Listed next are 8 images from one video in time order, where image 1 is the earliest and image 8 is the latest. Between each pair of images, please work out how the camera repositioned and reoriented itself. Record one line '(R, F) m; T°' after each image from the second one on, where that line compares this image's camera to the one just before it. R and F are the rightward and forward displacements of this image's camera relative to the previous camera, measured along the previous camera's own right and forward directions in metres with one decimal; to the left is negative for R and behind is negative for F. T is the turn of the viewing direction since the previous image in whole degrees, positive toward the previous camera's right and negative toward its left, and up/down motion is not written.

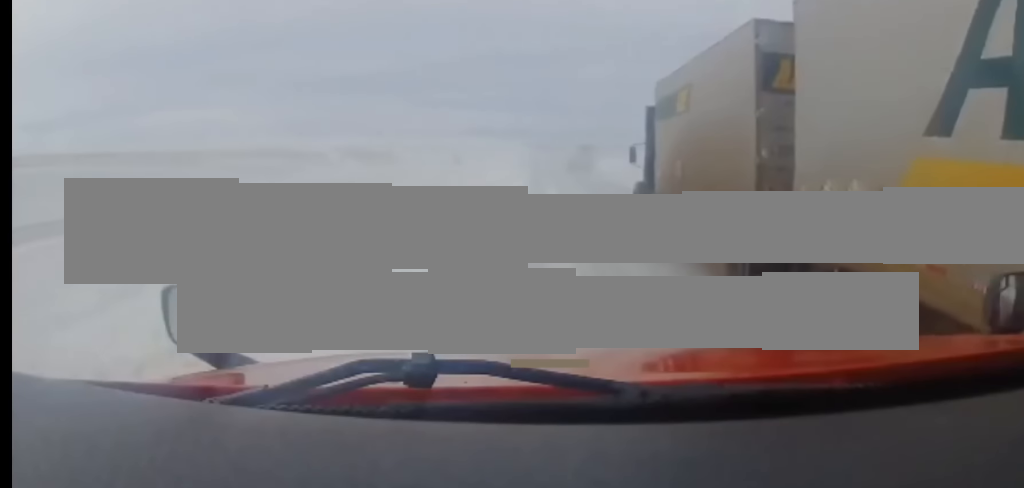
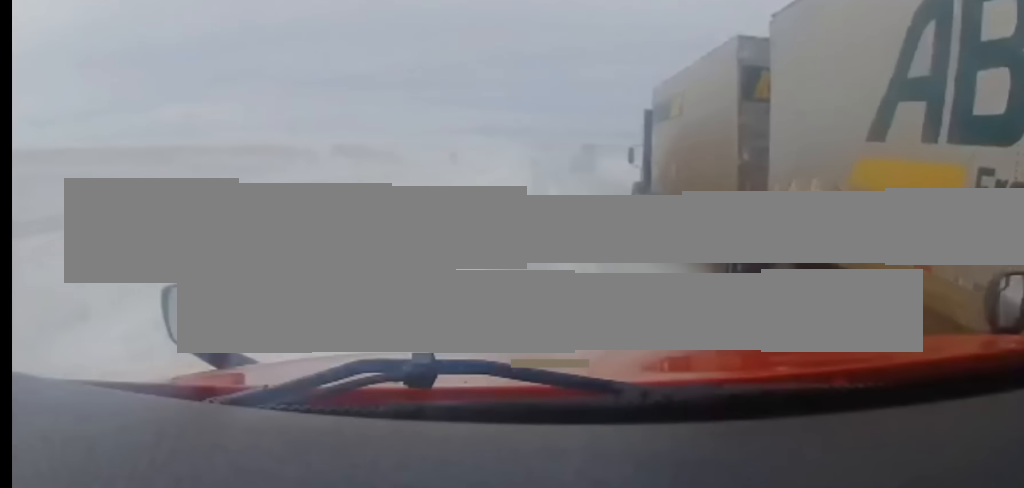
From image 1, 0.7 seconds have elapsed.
(-0.4, +7.6) m; -1°
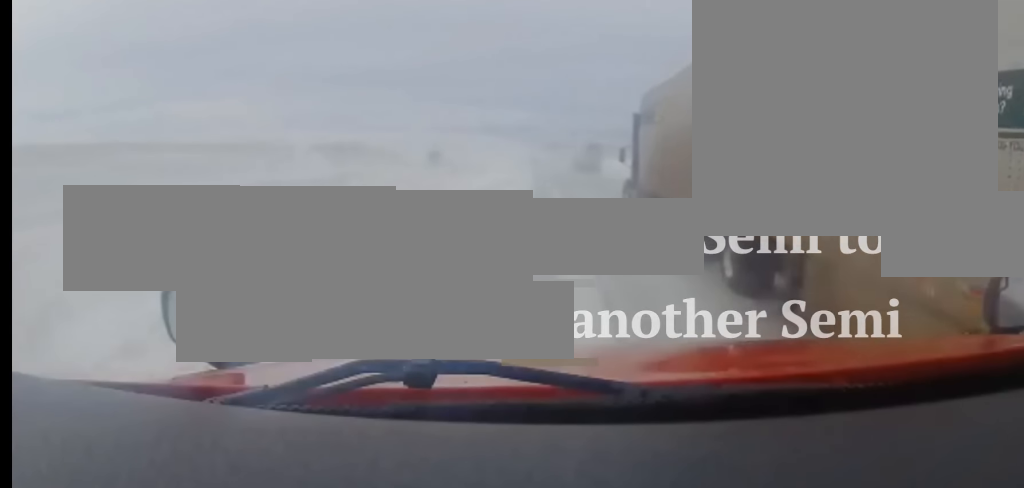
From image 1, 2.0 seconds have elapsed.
(+0.2, +14.8) m; 0°
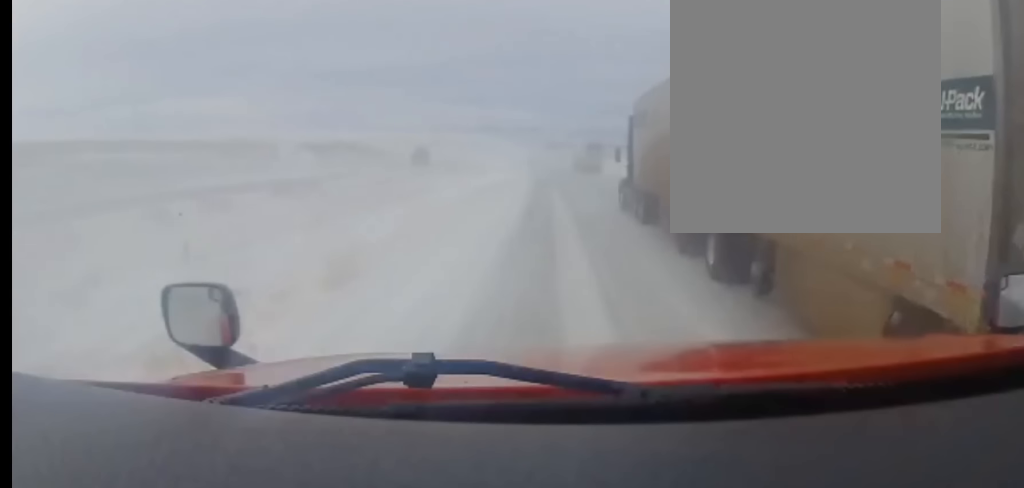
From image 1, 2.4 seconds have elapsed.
(-0.1, +5.2) m; -1°
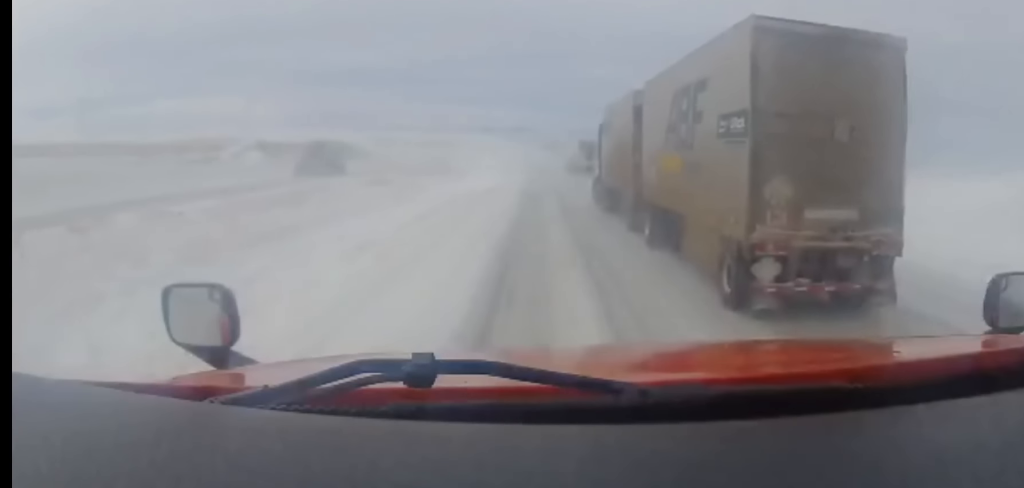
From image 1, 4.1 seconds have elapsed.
(-0.4, +18.0) m; -1°
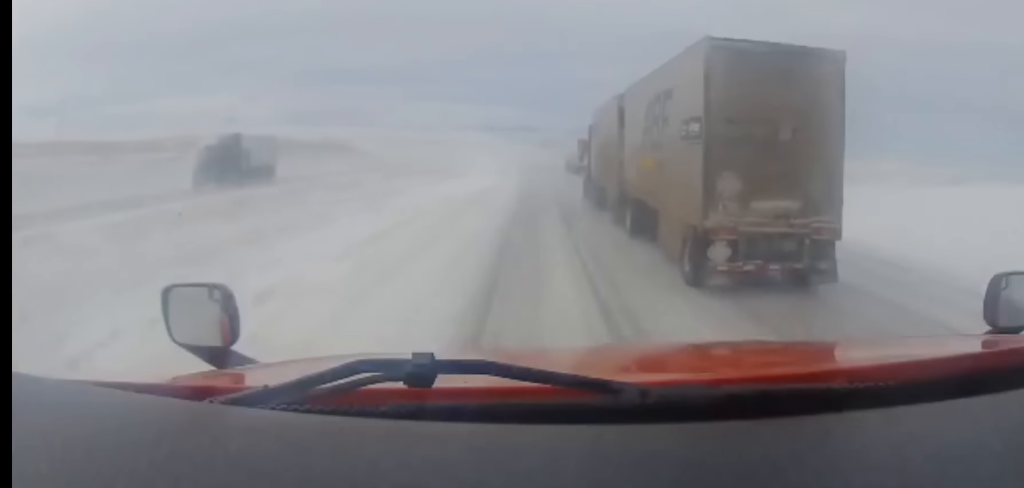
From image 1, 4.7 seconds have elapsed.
(0.0, +5.9) m; -1°
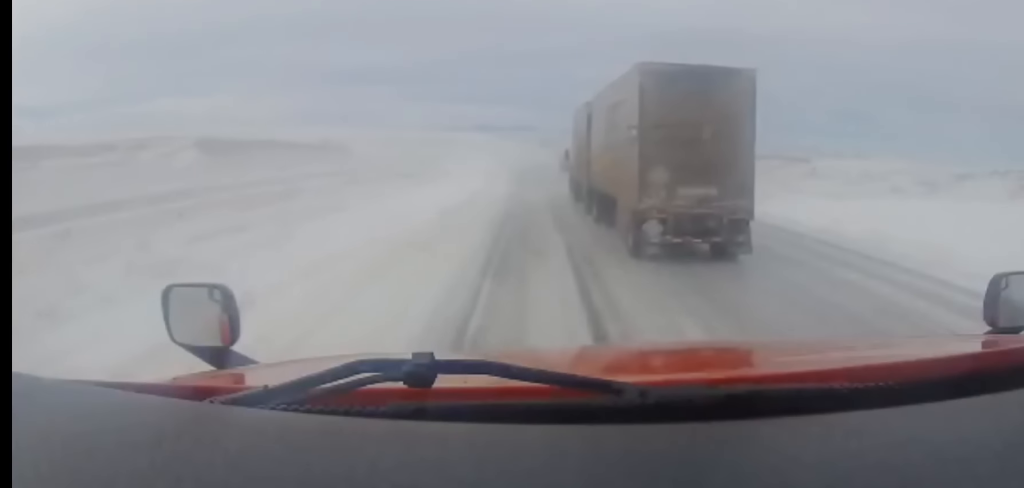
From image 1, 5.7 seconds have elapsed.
(-0.3, +11.2) m; -1°
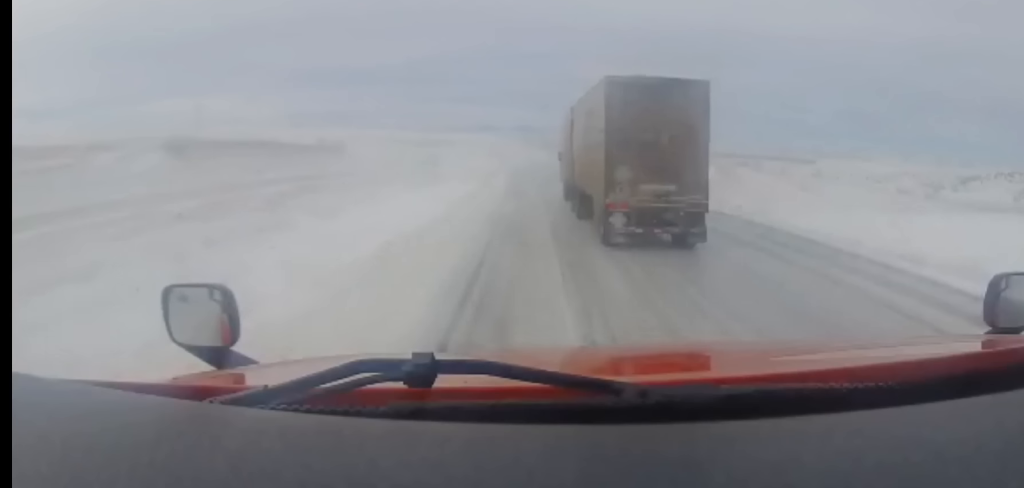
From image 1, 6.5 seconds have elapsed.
(0.0, +7.7) m; +2°
